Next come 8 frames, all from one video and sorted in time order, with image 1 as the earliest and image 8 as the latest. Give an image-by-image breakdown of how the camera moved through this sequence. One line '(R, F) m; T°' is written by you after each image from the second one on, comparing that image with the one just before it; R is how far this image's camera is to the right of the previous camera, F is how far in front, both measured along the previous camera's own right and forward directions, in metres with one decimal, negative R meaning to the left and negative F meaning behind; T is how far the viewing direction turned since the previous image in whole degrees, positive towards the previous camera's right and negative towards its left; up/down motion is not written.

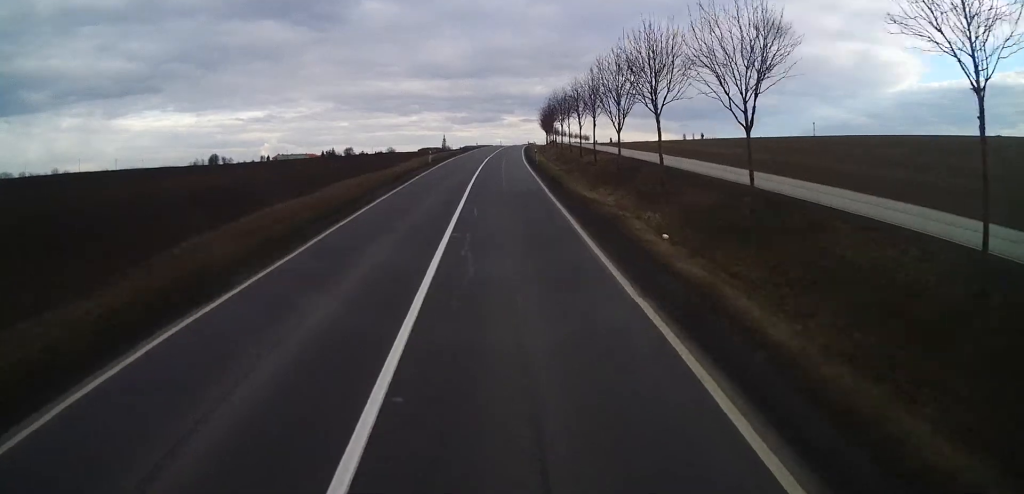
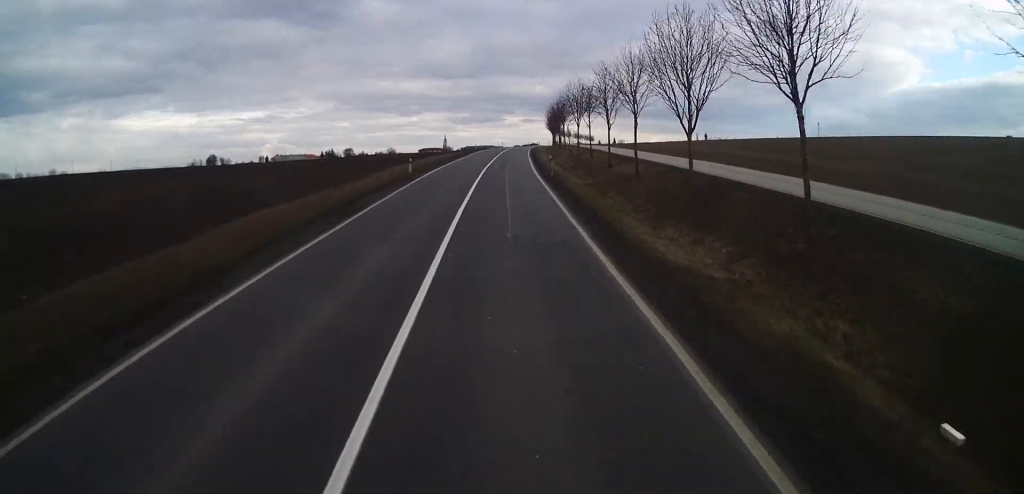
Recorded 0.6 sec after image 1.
(0.0, +11.5) m; 0°
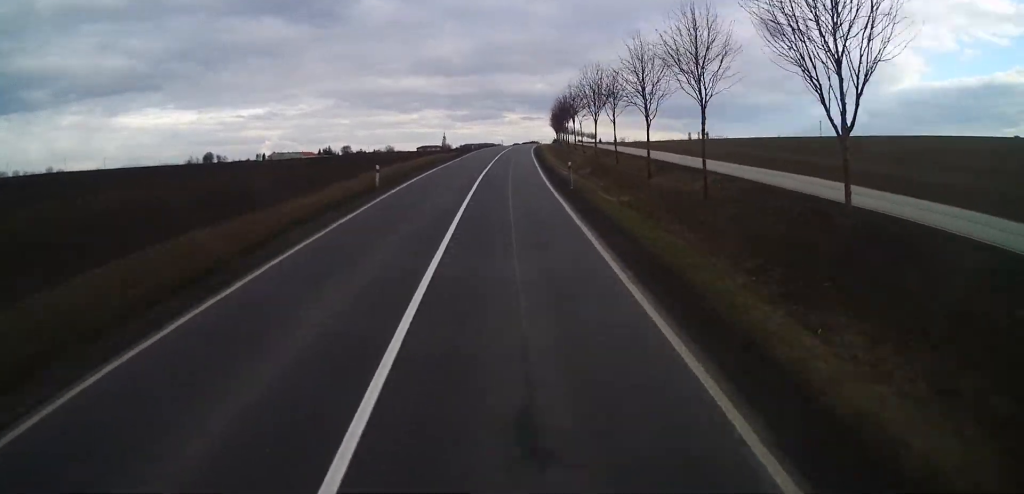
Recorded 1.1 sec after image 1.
(-0.1, +9.6) m; 0°
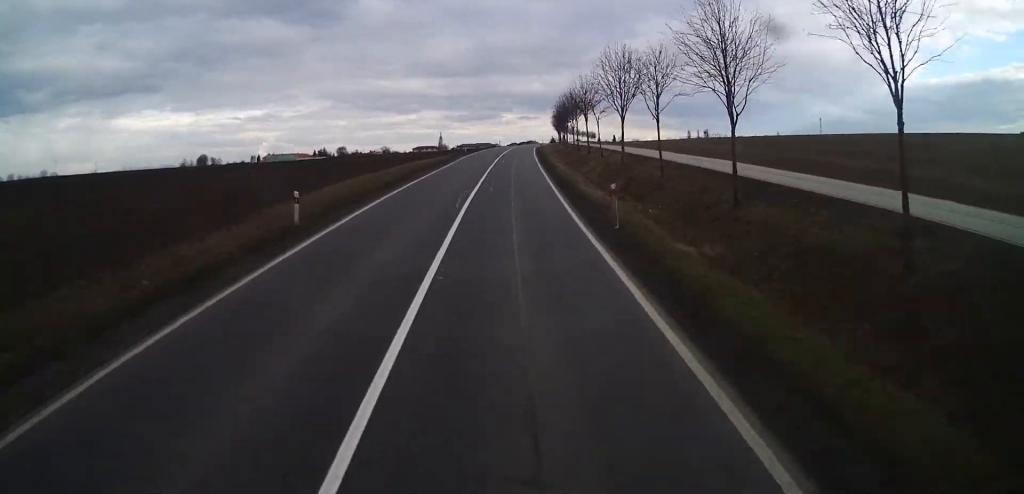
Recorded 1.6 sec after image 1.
(0.0, +10.2) m; 0°
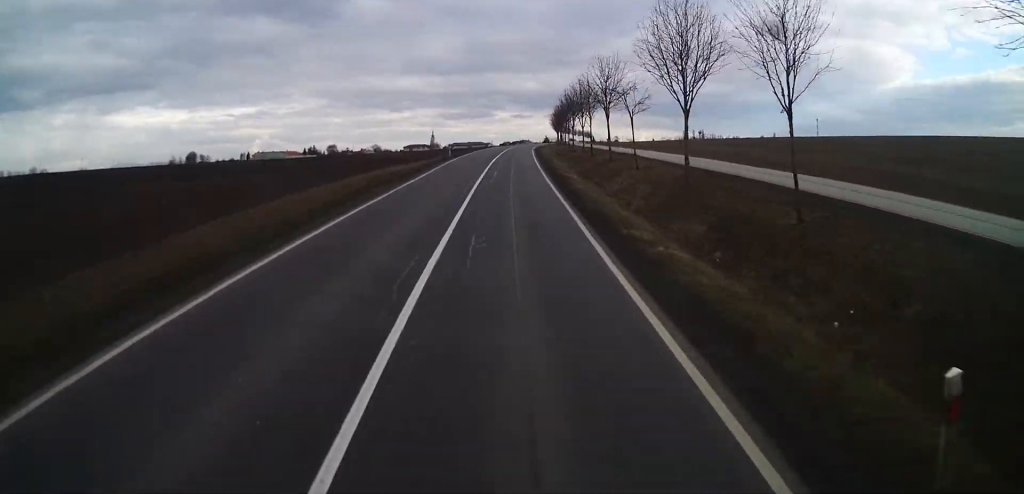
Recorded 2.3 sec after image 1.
(0.0, +12.1) m; 0°
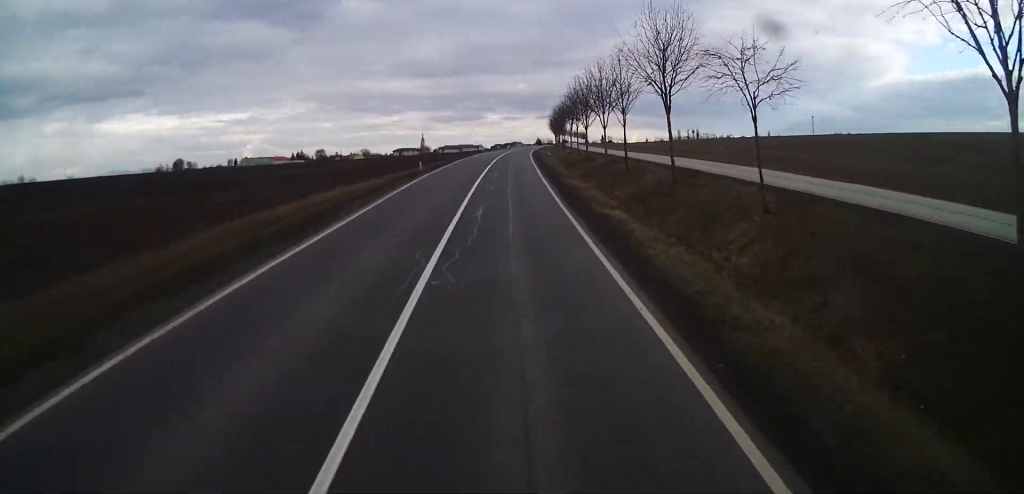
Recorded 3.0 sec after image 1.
(+0.1, +14.6) m; 0°
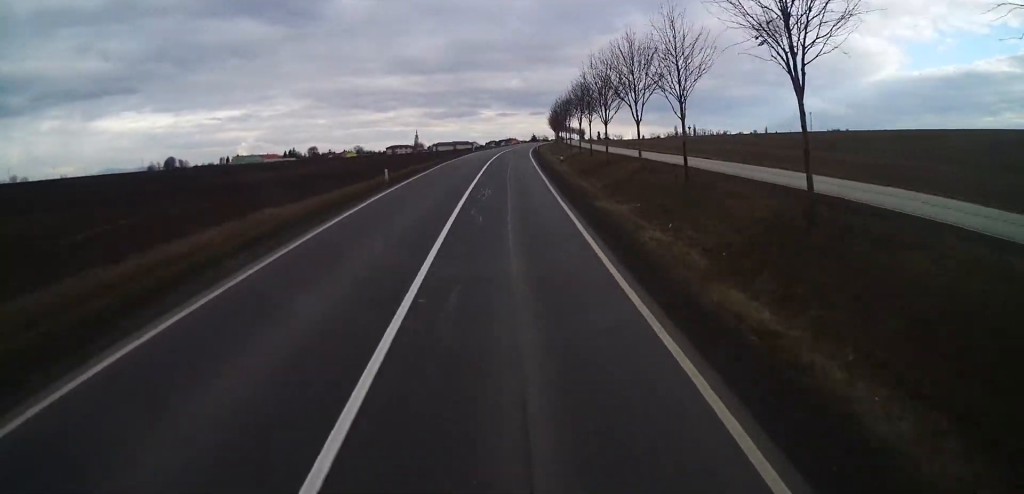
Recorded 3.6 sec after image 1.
(0.0, +10.2) m; 0°
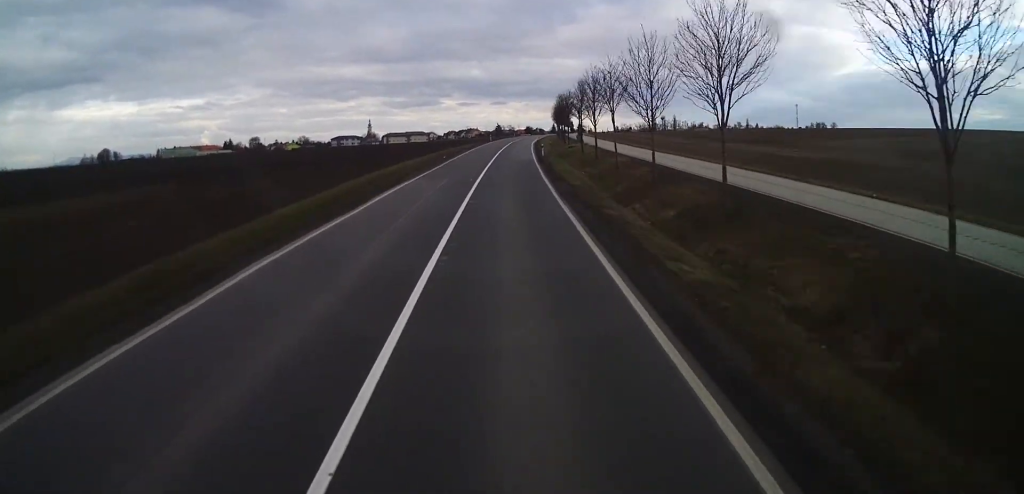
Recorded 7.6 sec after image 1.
(+2.9, +78.2) m; +4°
